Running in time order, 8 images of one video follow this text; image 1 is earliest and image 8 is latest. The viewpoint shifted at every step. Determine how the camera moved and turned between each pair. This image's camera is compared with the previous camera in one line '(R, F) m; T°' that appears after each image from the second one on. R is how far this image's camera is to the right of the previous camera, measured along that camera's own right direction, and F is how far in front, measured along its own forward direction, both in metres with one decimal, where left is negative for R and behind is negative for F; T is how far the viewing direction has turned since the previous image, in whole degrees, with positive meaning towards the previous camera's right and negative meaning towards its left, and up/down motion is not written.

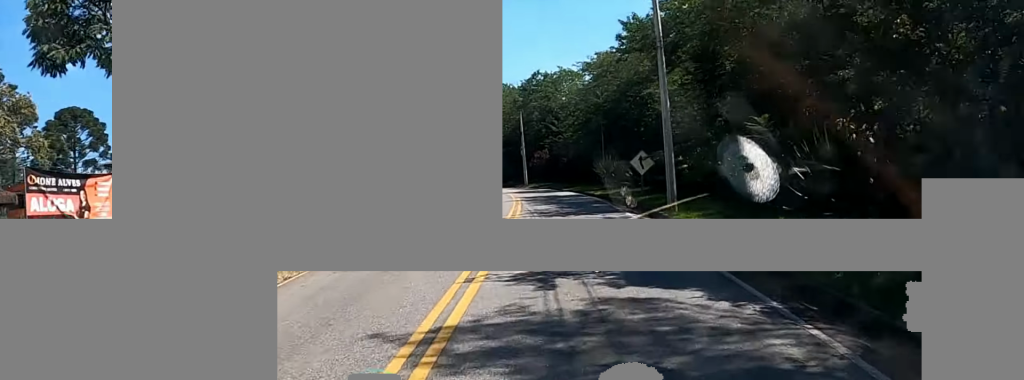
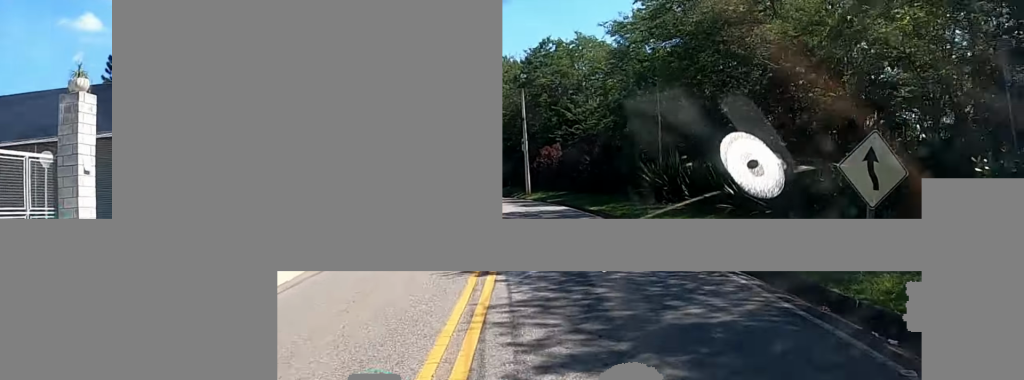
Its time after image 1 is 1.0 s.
(-0.1, +17.6) m; -5°
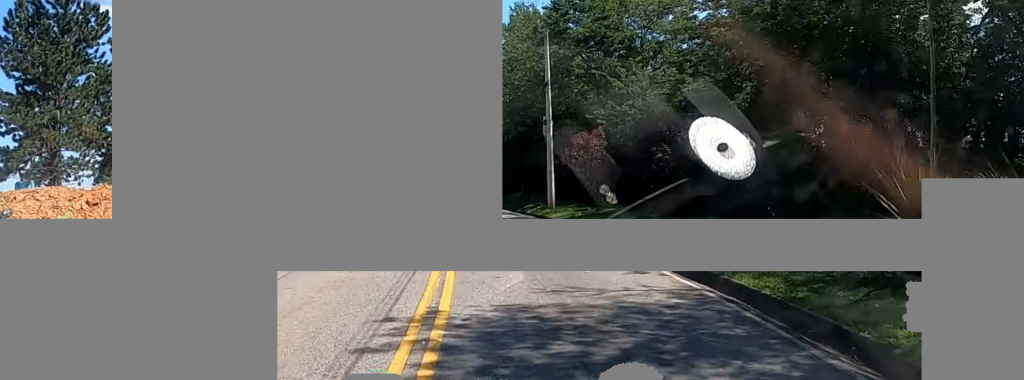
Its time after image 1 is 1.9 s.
(-1.3, +14.9) m; -5°
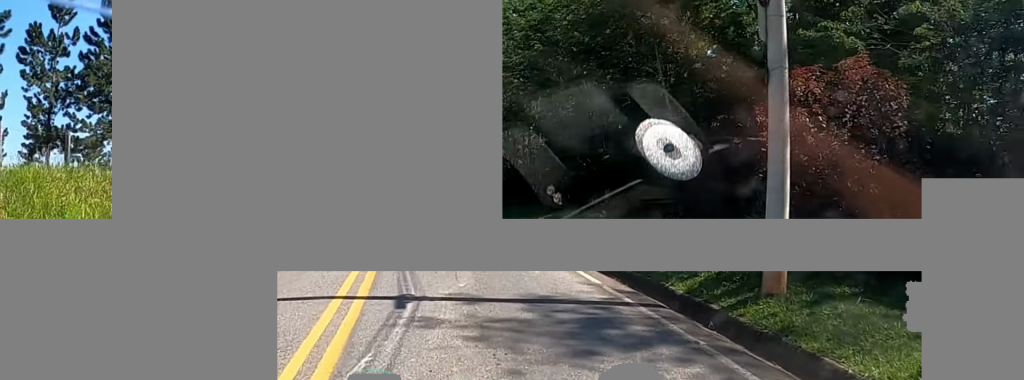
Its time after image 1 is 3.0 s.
(-0.2, +15.4) m; -4°
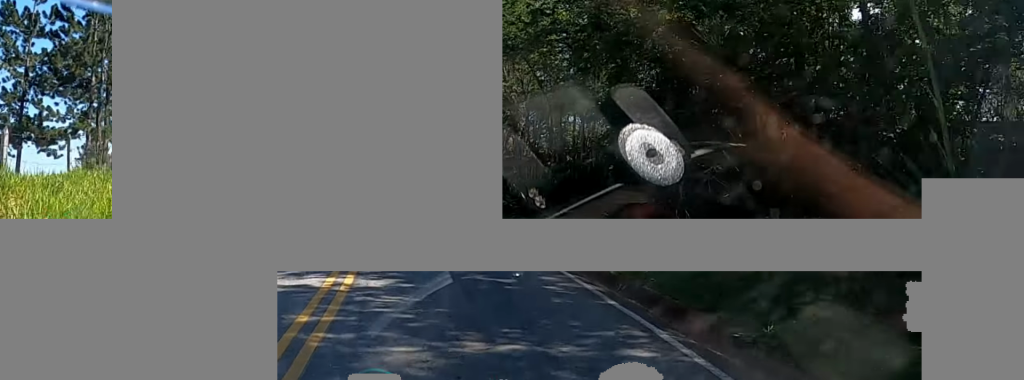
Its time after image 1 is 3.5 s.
(-0.3, +6.7) m; -4°
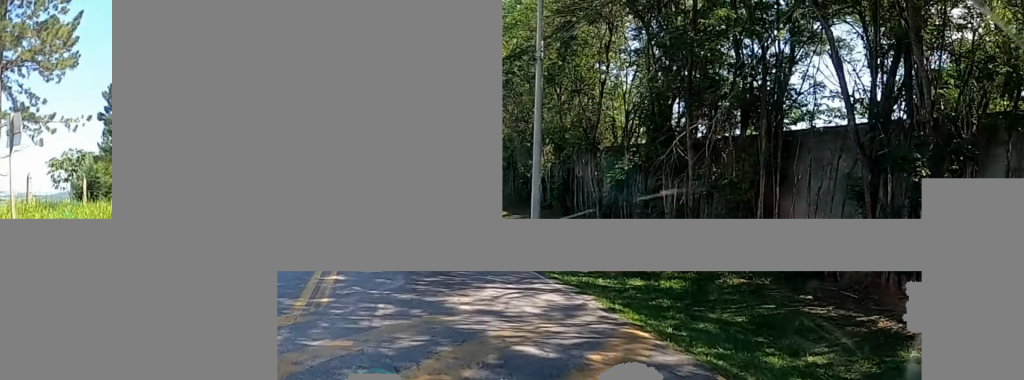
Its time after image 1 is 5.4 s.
(-2.5, +21.9) m; -9°
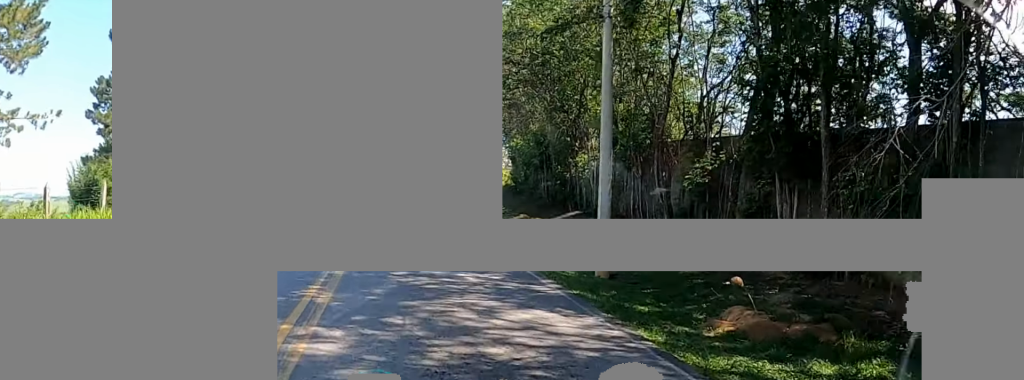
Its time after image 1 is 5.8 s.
(-0.4, +5.3) m; +3°
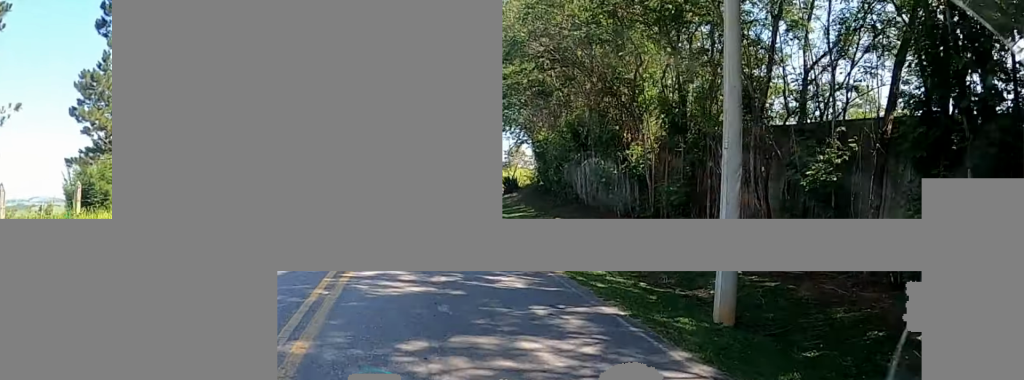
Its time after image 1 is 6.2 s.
(0.0, +5.2) m; +2°
